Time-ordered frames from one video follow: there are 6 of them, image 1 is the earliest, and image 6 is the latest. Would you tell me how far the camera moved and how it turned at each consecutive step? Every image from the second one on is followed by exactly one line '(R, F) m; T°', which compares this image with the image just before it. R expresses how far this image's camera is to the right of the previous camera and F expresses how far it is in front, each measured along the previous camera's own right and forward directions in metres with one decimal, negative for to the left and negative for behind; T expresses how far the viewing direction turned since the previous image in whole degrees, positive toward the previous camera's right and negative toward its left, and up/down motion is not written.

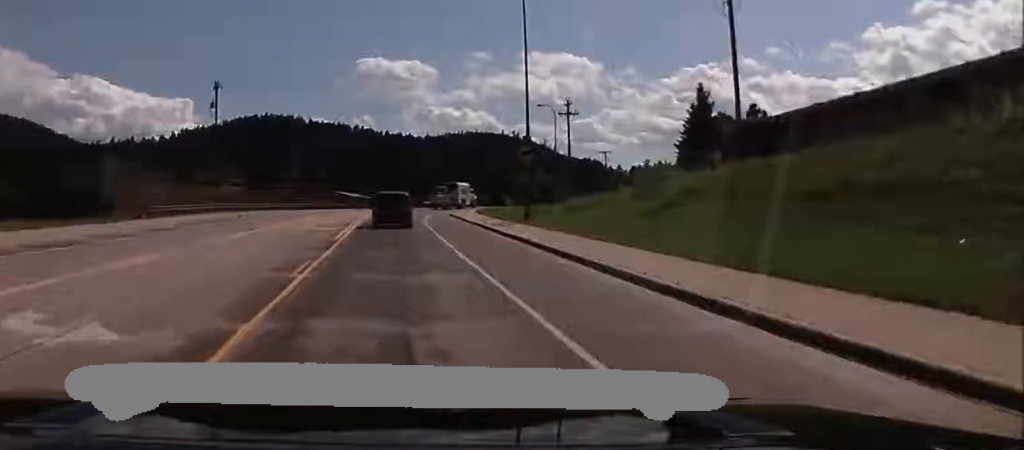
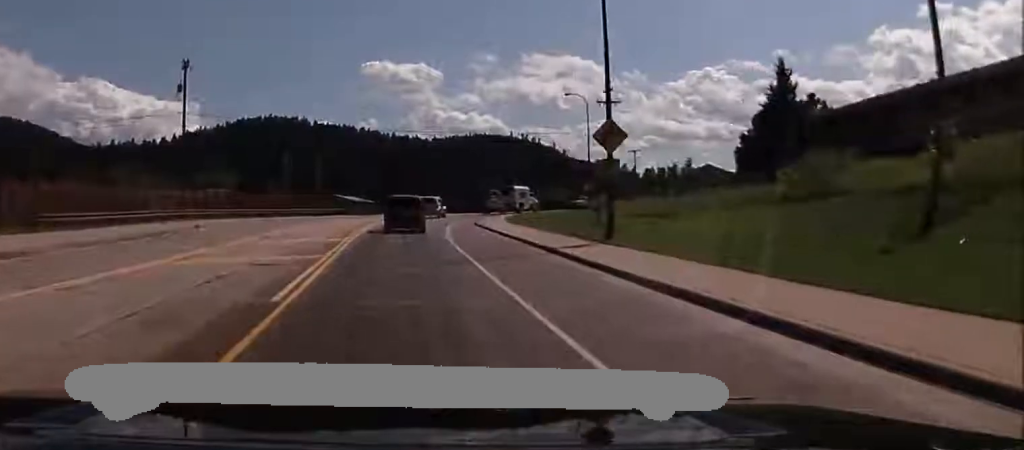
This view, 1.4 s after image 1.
(-1.0, +15.8) m; -3°
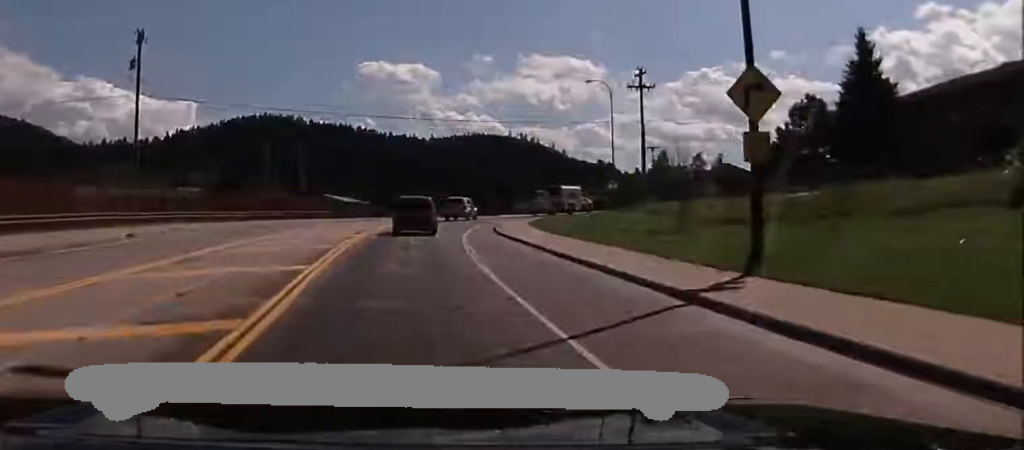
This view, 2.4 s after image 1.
(+0.6, +12.3) m; +5°
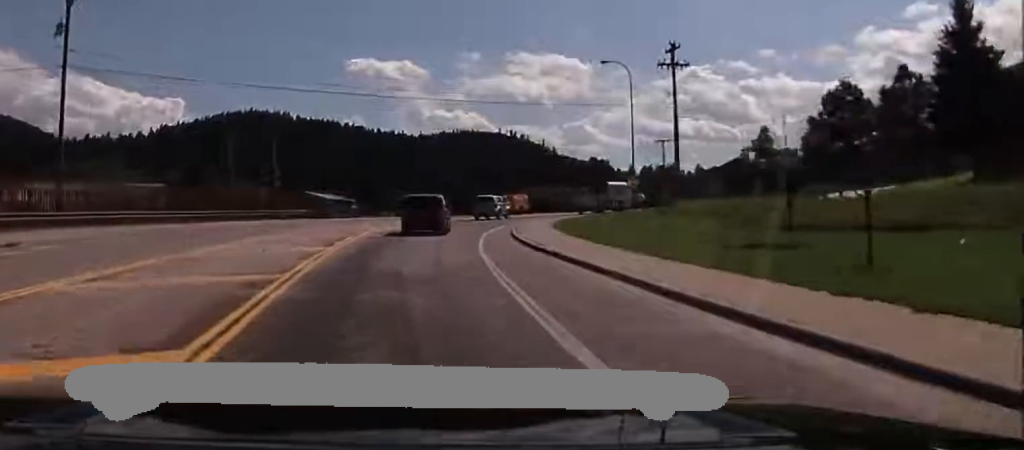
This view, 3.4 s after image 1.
(+0.3, +11.4) m; +1°
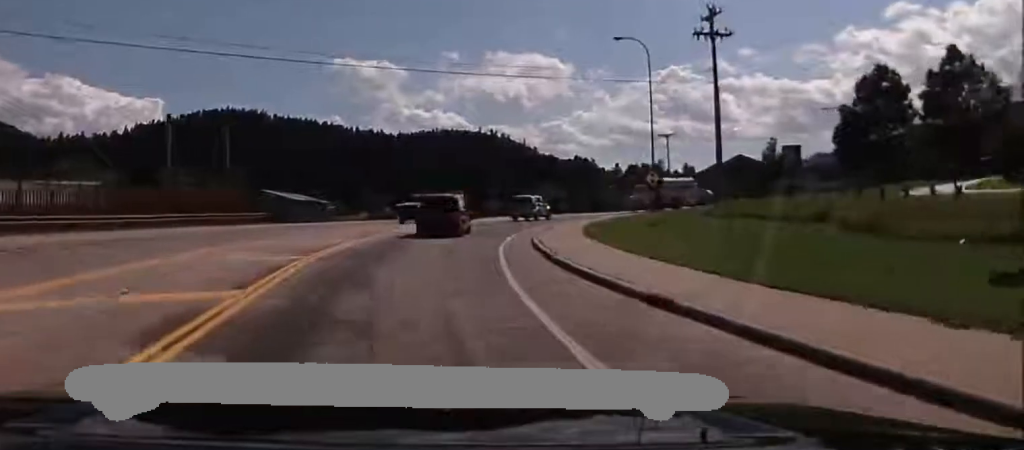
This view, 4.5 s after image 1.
(-0.2, +11.8) m; -1°
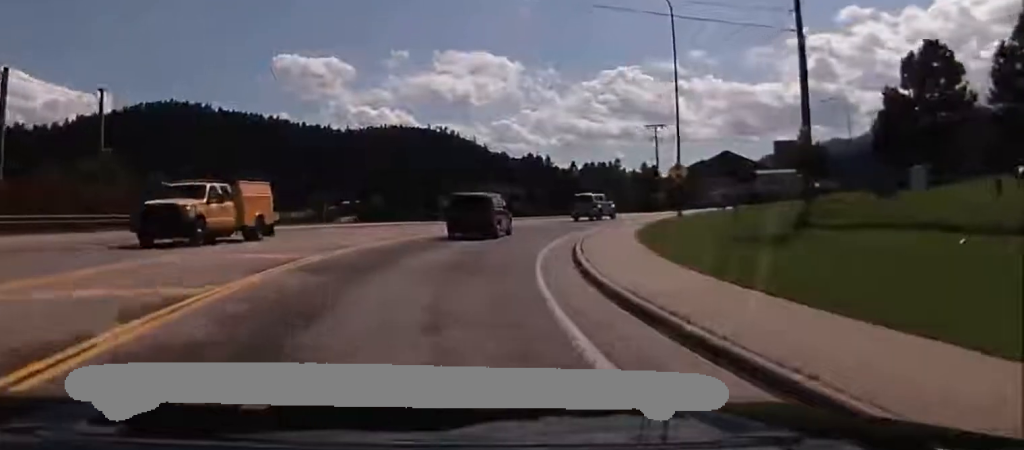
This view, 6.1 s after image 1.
(+0.3, +16.6) m; +3°
